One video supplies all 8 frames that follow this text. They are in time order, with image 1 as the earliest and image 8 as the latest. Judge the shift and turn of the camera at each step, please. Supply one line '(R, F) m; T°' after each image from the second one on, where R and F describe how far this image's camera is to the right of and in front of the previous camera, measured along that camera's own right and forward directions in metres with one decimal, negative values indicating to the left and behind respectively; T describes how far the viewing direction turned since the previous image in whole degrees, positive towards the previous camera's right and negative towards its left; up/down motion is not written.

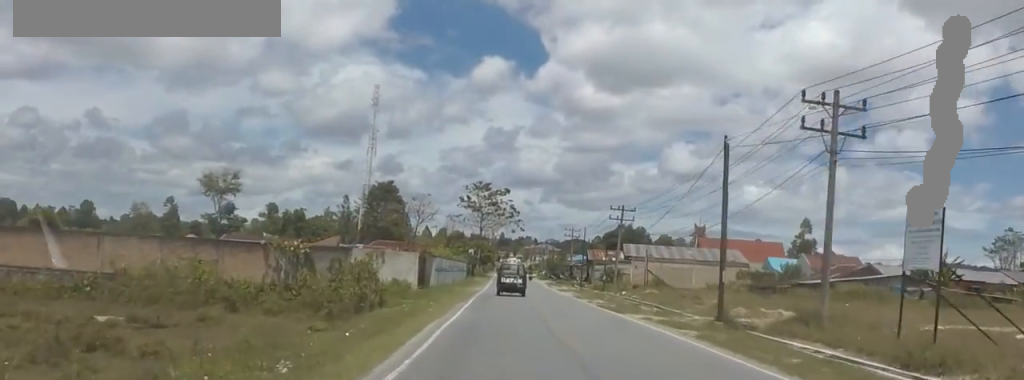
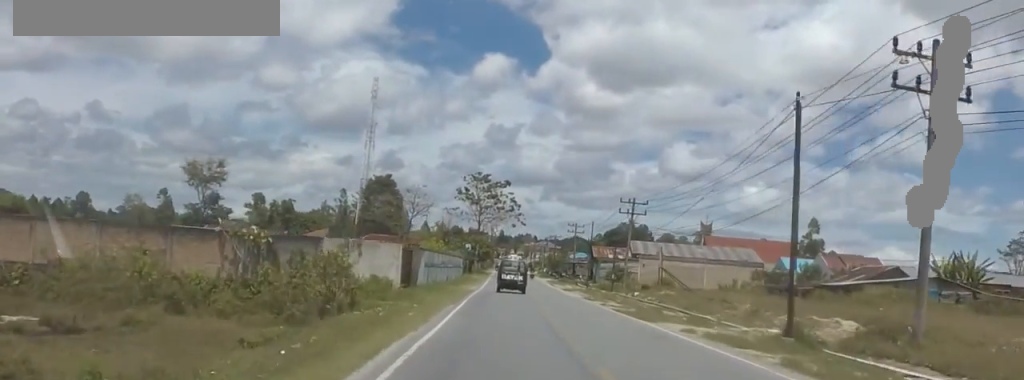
(0.0, +6.9) m; 0°
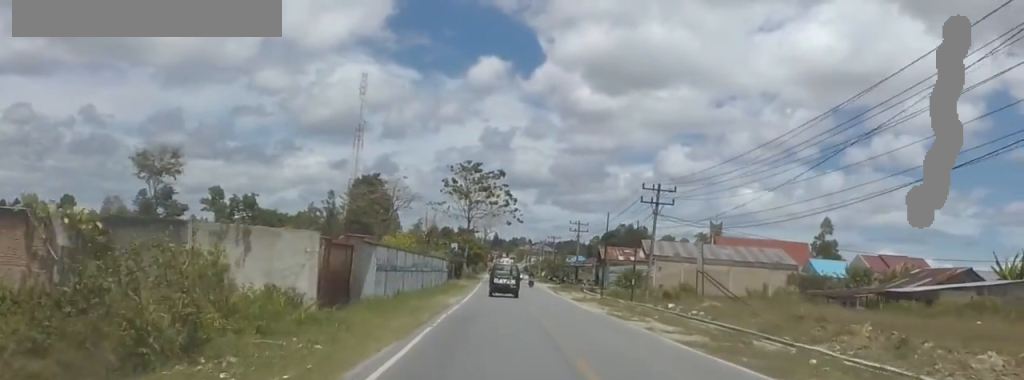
(0.0, +14.9) m; 0°
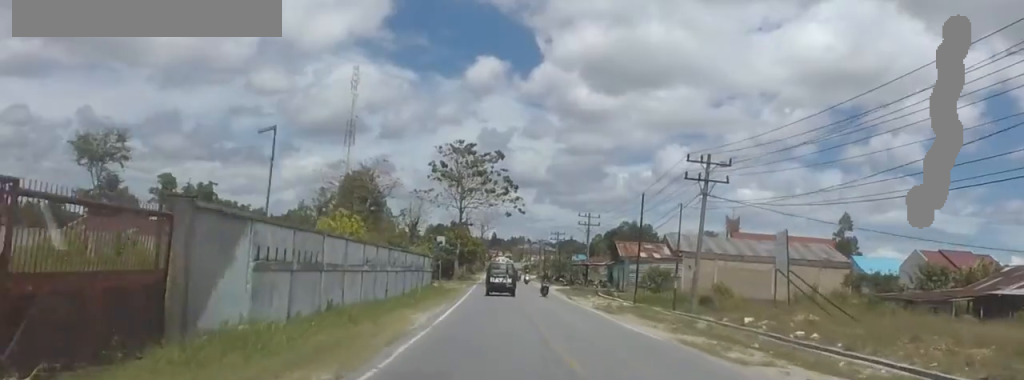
(0.0, +15.0) m; 0°
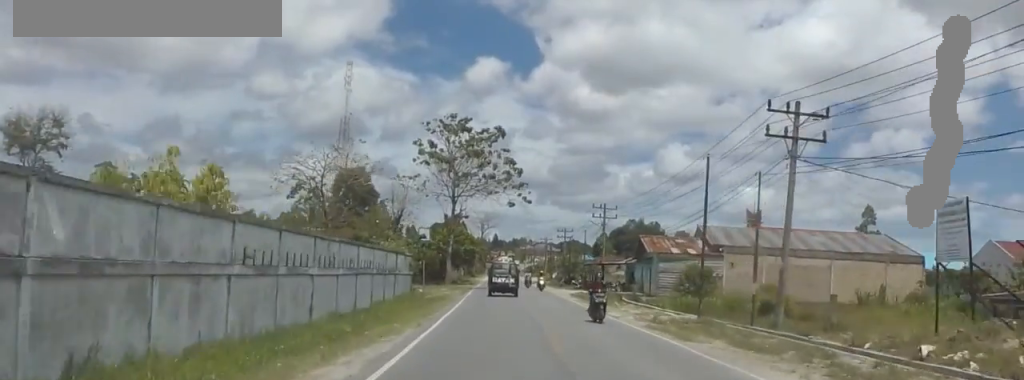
(0.0, +13.9) m; 0°
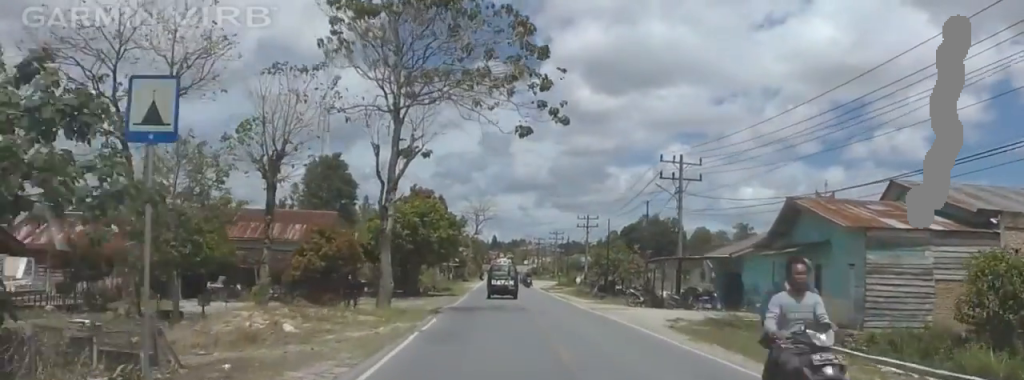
(0.0, +36.4) m; 0°
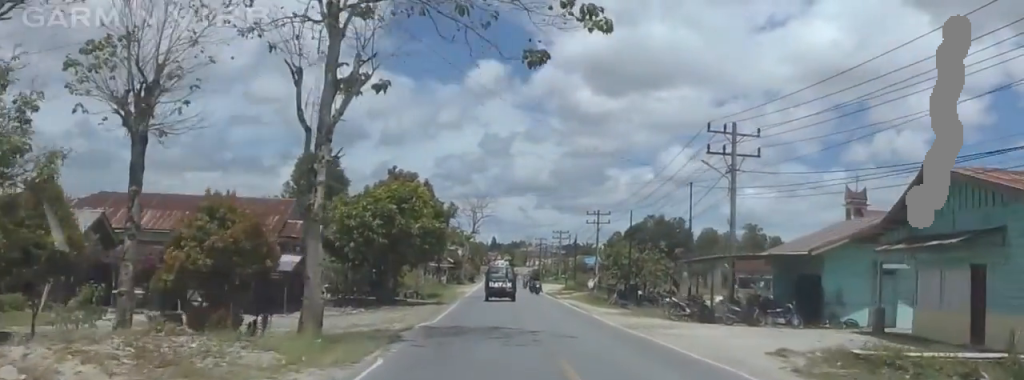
(0.0, +11.8) m; 0°
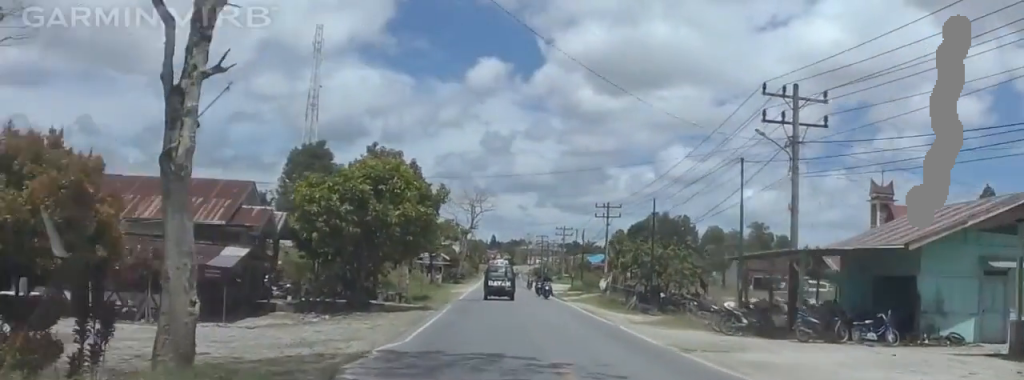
(0.0, +8.3) m; 0°
